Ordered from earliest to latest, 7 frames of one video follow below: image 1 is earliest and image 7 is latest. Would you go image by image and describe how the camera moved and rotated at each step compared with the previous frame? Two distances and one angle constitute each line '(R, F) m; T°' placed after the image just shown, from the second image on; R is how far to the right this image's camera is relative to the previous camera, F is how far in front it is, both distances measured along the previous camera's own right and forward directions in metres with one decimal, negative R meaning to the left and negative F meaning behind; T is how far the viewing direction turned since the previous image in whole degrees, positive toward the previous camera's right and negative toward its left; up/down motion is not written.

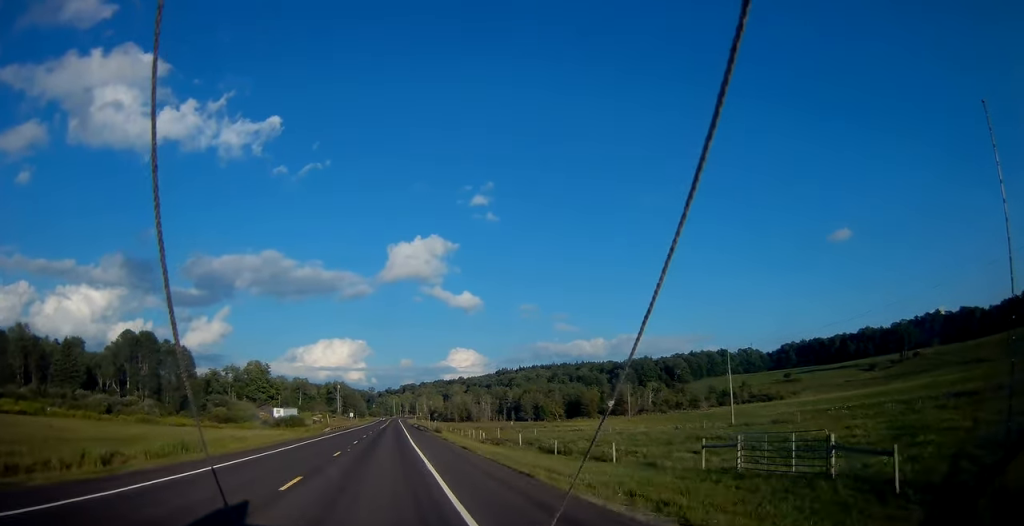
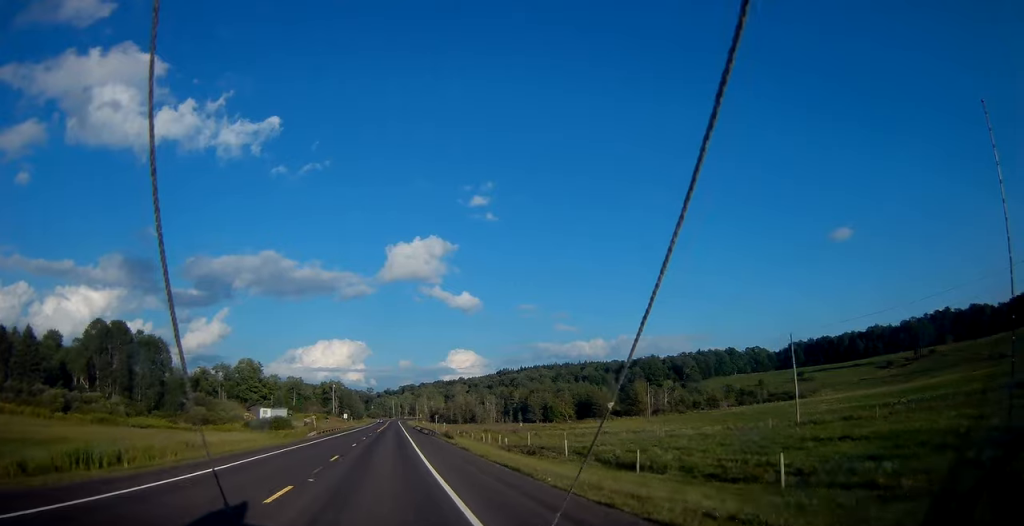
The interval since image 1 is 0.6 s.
(+0.1, +14.3) m; 0°
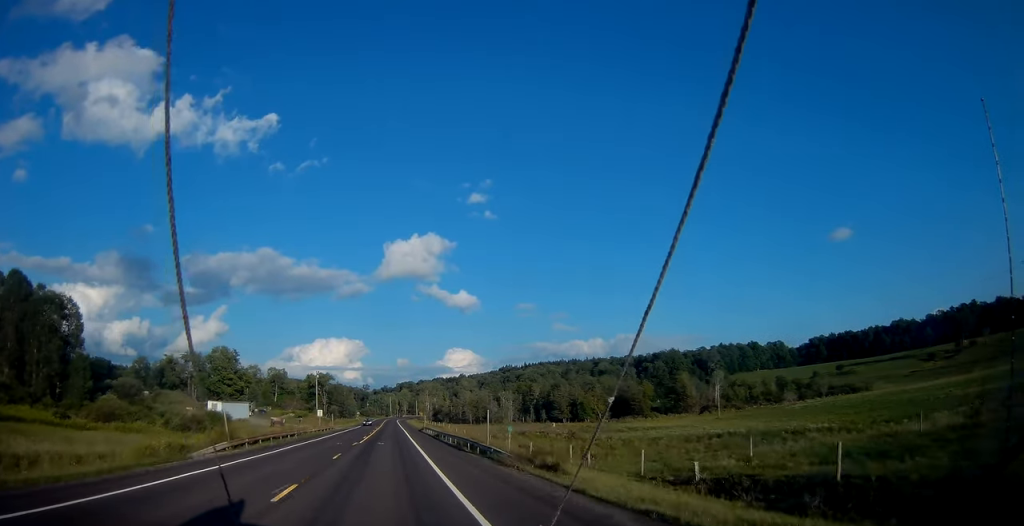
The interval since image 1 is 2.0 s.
(-0.4, +37.1) m; -1°
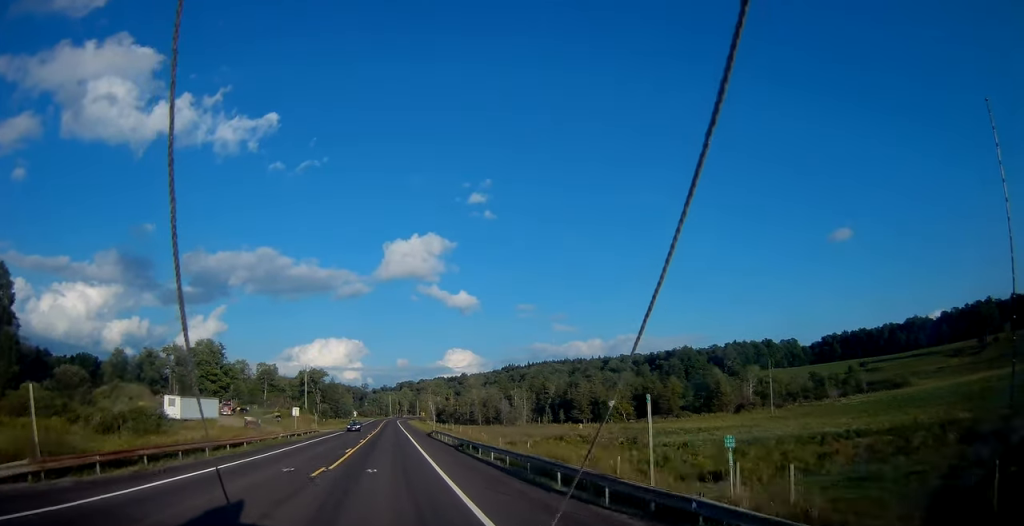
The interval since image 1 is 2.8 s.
(0.0, +19.3) m; 0°
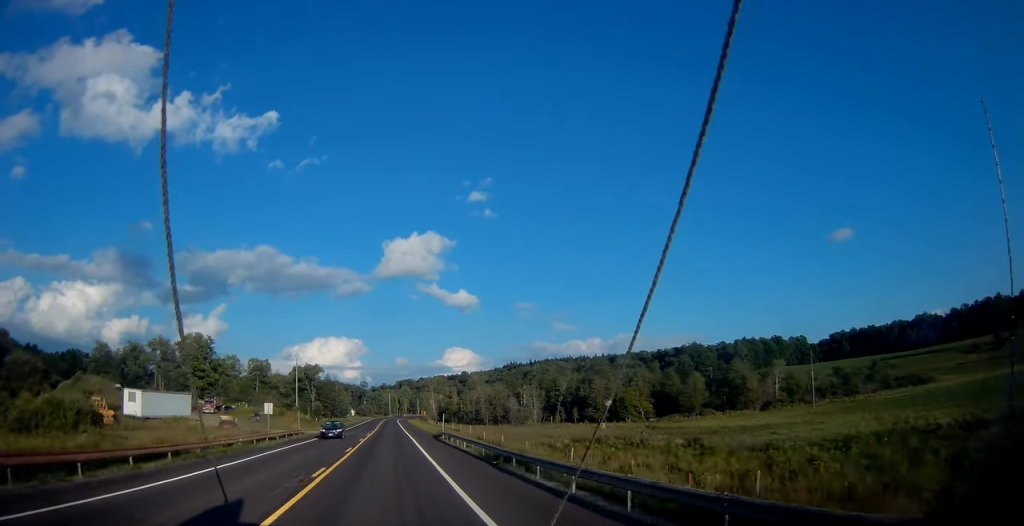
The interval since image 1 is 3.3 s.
(+0.2, +12.6) m; 0°
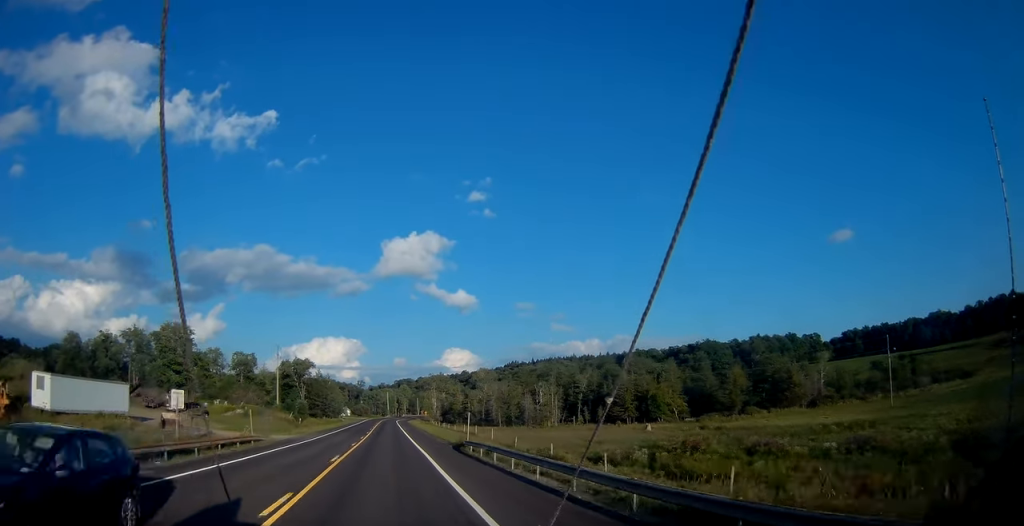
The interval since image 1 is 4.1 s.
(-0.2, +19.4) m; 0°
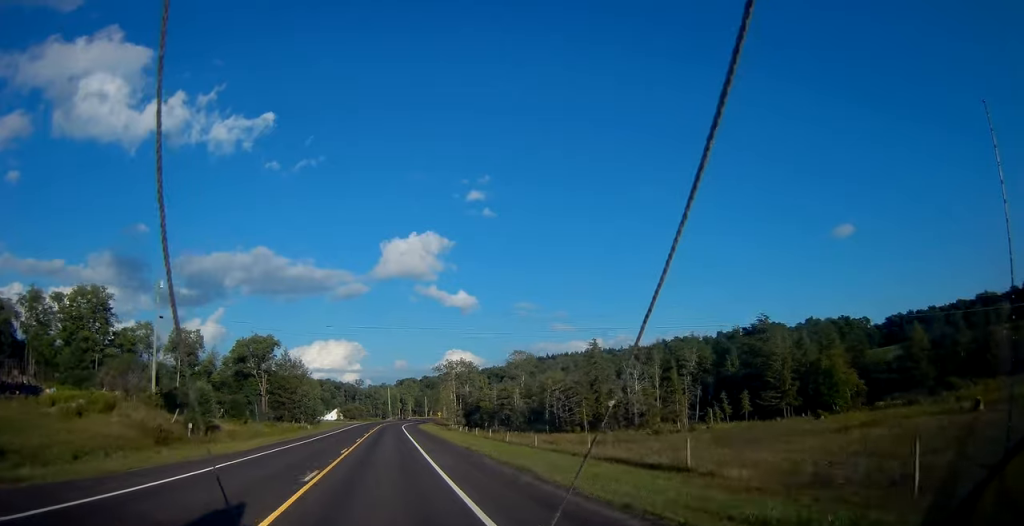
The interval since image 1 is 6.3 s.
(+0.6, +56.6) m; +1°
